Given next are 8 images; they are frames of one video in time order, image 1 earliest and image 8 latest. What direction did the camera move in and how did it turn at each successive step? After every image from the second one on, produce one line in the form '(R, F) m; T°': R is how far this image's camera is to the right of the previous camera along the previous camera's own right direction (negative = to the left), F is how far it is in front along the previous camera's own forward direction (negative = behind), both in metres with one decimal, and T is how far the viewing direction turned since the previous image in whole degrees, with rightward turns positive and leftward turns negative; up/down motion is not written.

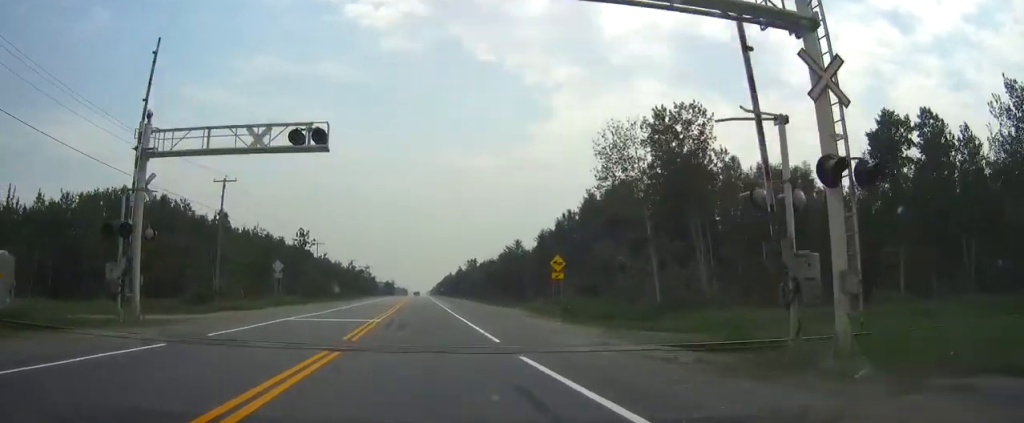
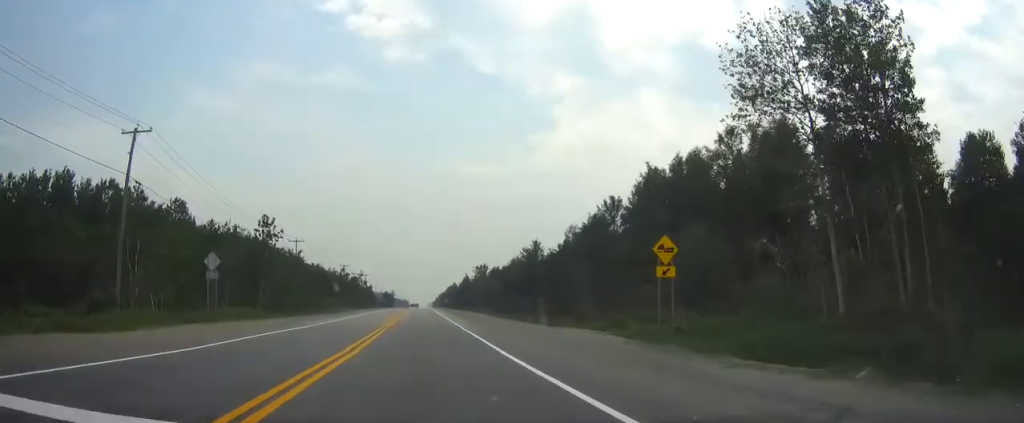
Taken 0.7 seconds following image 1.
(-0.1, +22.1) m; 0°
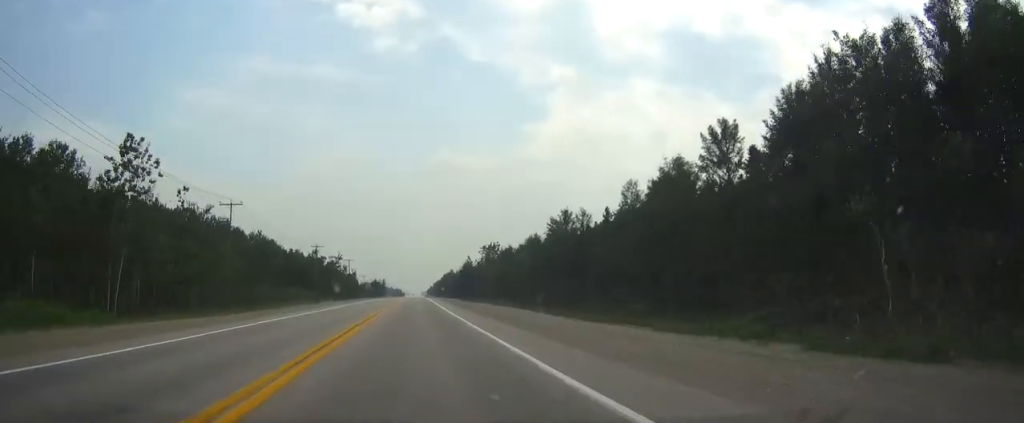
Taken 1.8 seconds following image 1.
(+0.1, +32.1) m; 0°
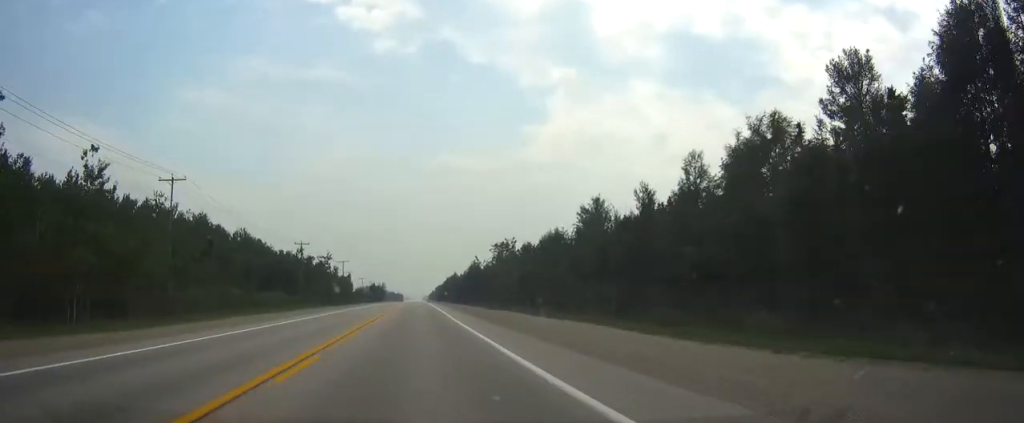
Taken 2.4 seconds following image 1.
(0.0, +17.0) m; 0°
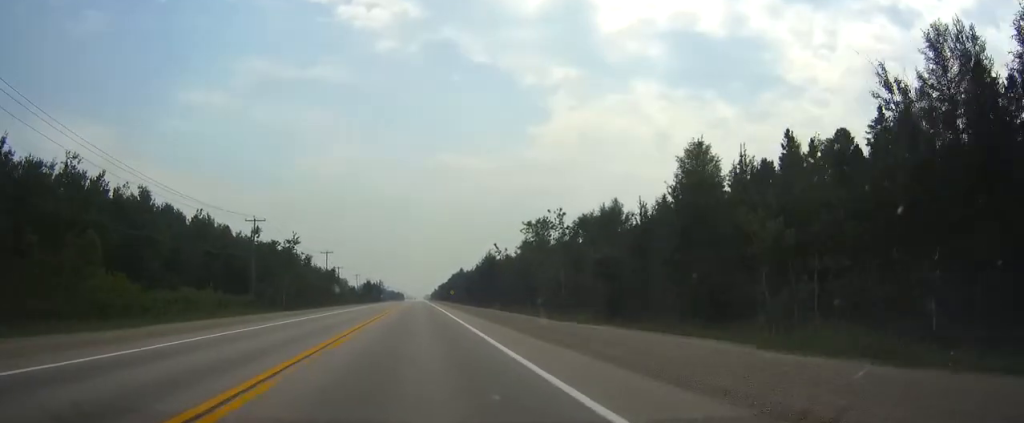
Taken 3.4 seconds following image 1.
(0.0, +30.9) m; 0°
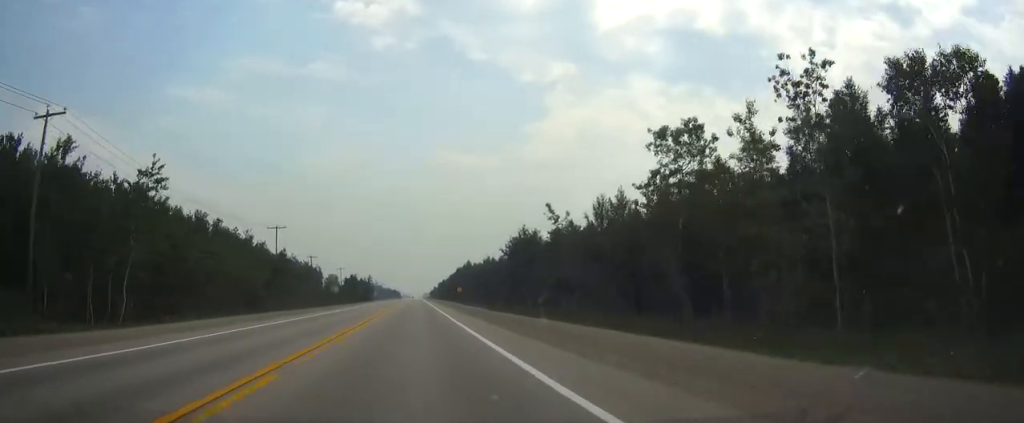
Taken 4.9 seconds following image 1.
(0.0, +44.2) m; 0°
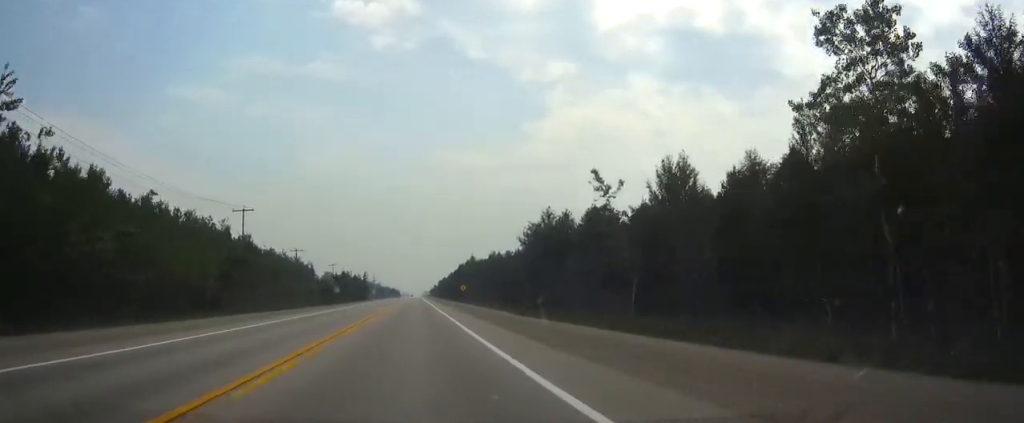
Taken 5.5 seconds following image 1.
(0.0, +16.4) m; 0°
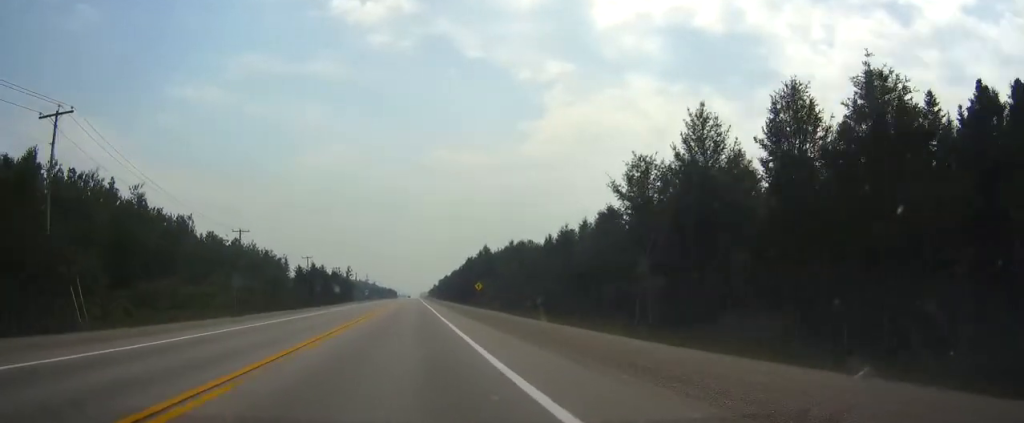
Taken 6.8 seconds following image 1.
(0.0, +39.1) m; 0°
